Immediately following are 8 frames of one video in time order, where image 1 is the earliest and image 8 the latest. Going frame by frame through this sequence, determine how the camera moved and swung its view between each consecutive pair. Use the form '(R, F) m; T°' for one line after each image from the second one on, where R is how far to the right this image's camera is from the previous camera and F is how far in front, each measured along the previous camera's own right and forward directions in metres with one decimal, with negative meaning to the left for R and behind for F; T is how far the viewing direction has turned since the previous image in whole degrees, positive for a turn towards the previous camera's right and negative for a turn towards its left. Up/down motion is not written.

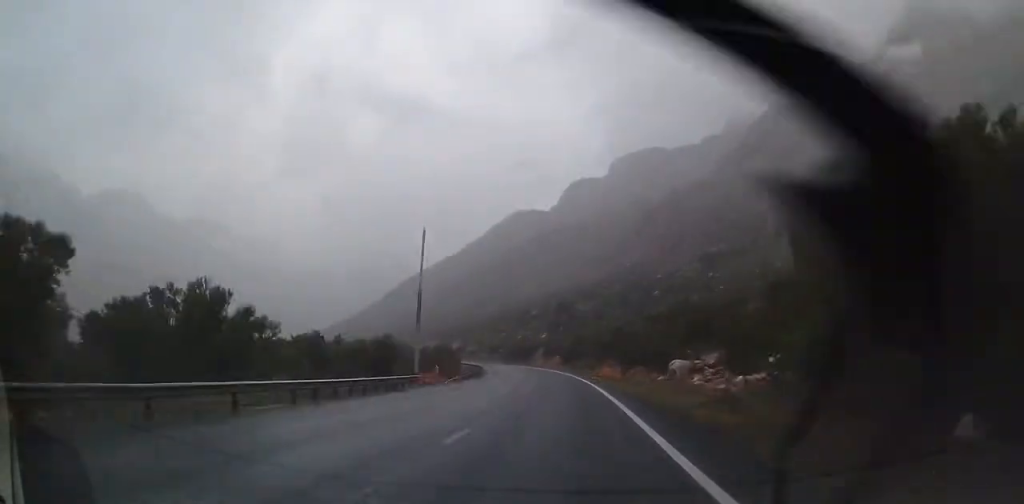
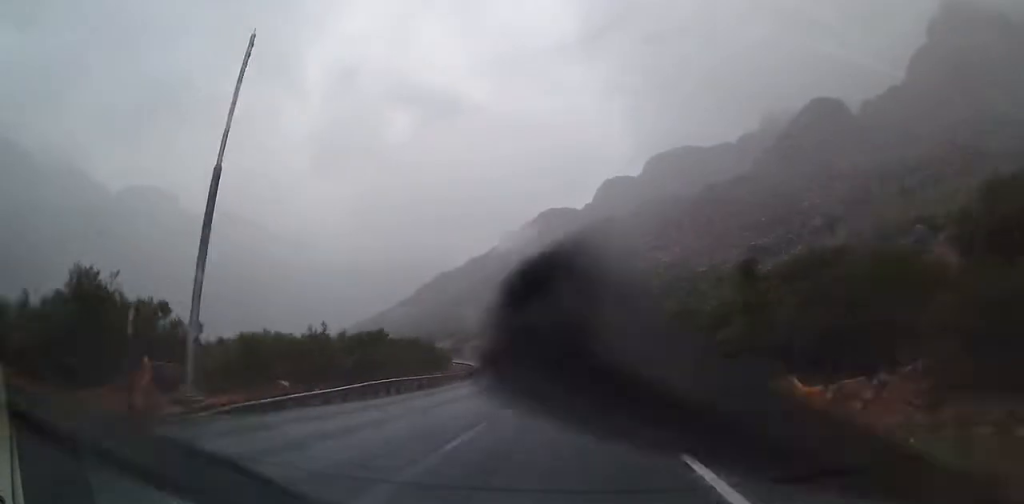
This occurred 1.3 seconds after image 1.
(-0.2, +36.0) m; -1°
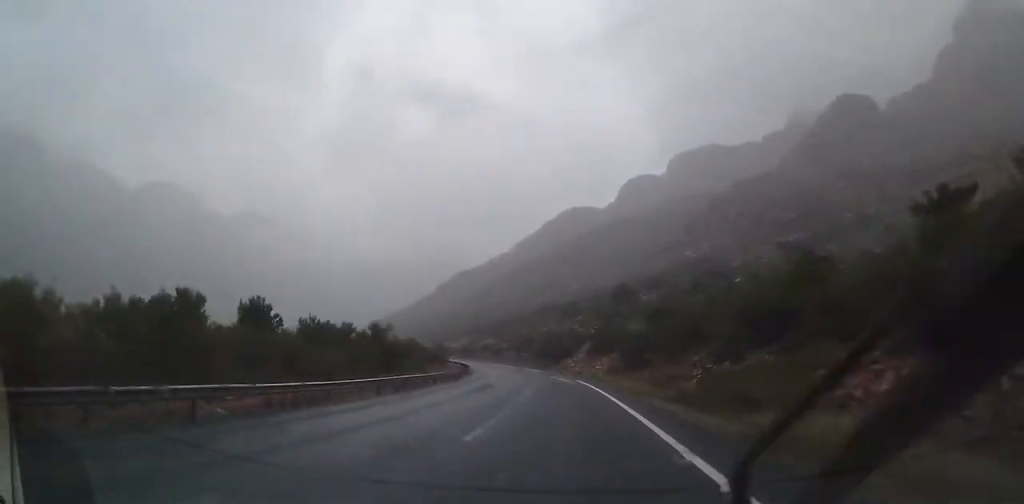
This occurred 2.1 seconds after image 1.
(-0.4, +22.6) m; -1°
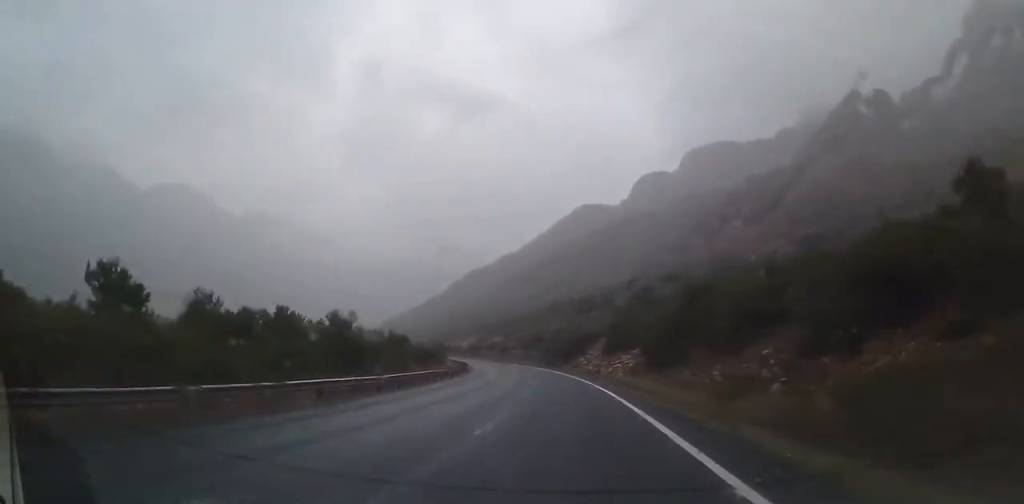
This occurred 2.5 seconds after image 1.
(0.0, +11.3) m; -2°
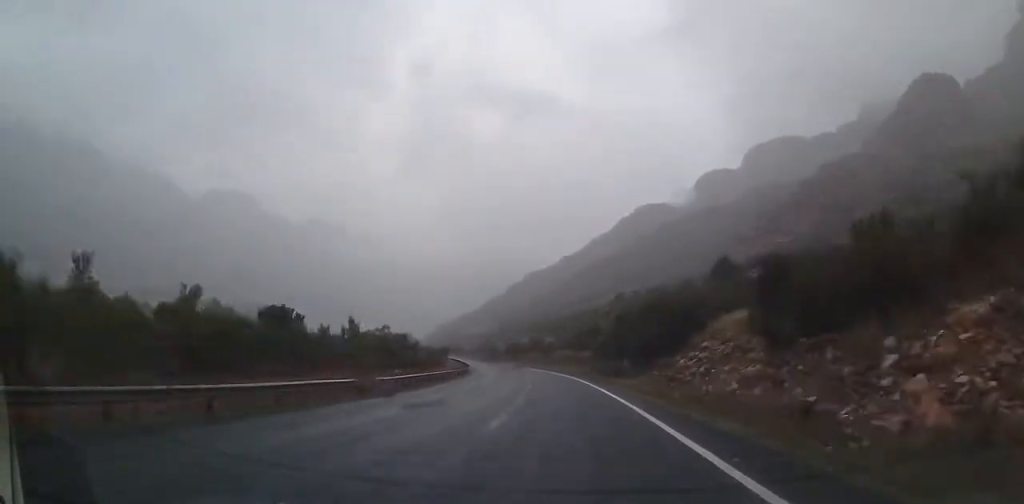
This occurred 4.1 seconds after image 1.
(-3.6, +46.0) m; -9°
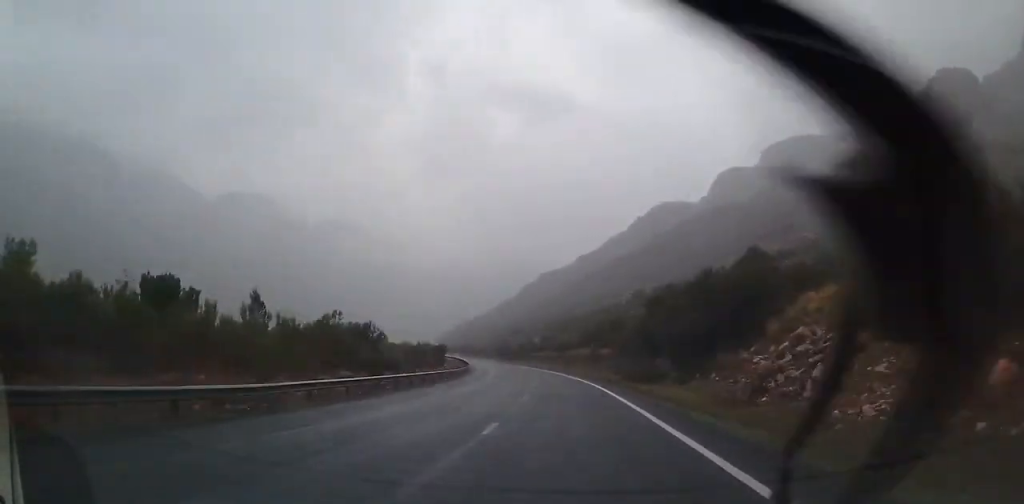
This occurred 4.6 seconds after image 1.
(-0.1, +13.3) m; -1°
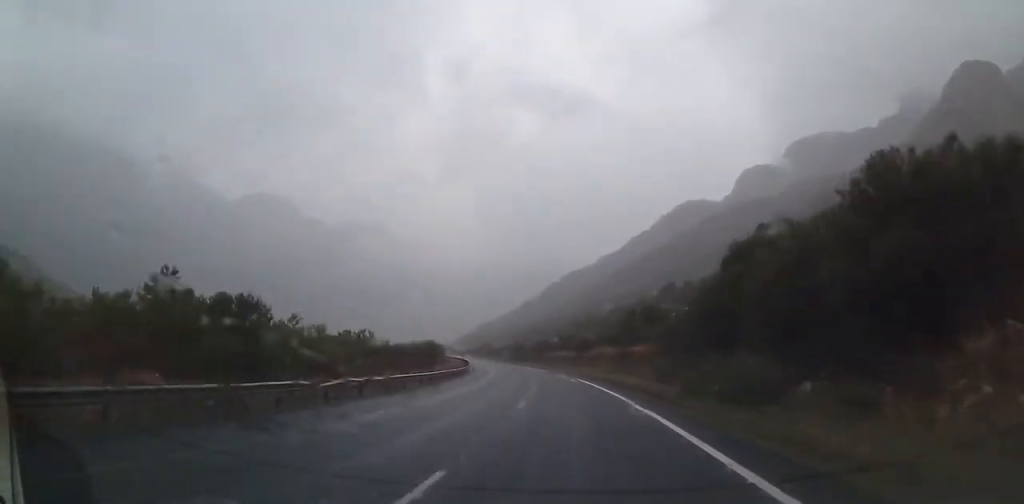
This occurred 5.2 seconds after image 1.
(+0.1, +18.2) m; -1°
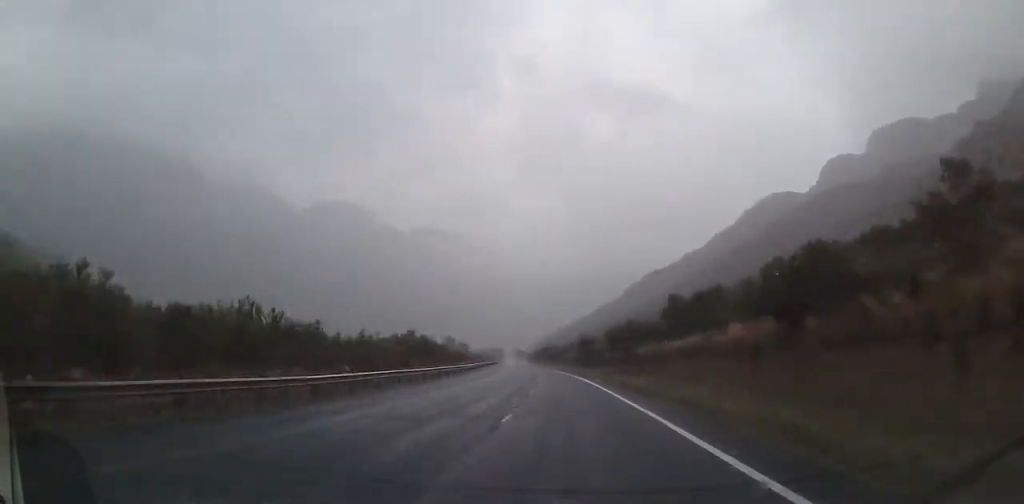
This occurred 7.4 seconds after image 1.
(-6.1, +63.7) m; -10°
